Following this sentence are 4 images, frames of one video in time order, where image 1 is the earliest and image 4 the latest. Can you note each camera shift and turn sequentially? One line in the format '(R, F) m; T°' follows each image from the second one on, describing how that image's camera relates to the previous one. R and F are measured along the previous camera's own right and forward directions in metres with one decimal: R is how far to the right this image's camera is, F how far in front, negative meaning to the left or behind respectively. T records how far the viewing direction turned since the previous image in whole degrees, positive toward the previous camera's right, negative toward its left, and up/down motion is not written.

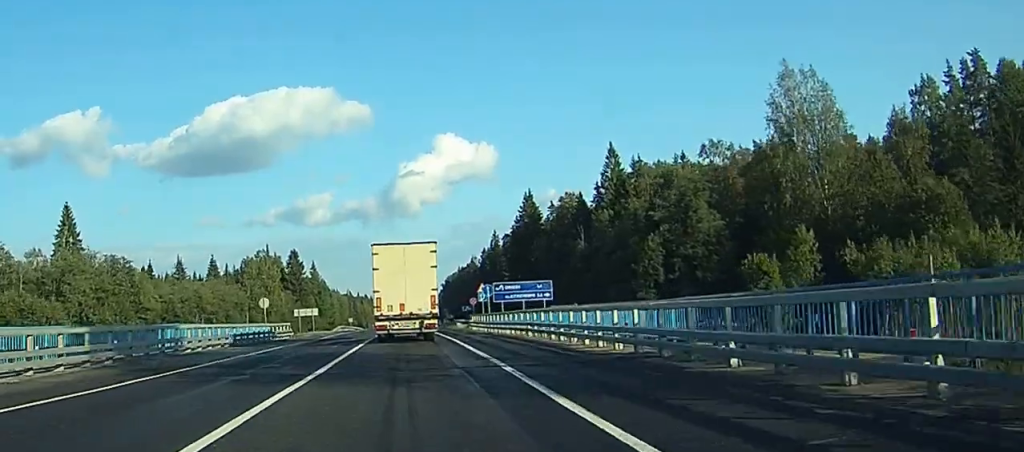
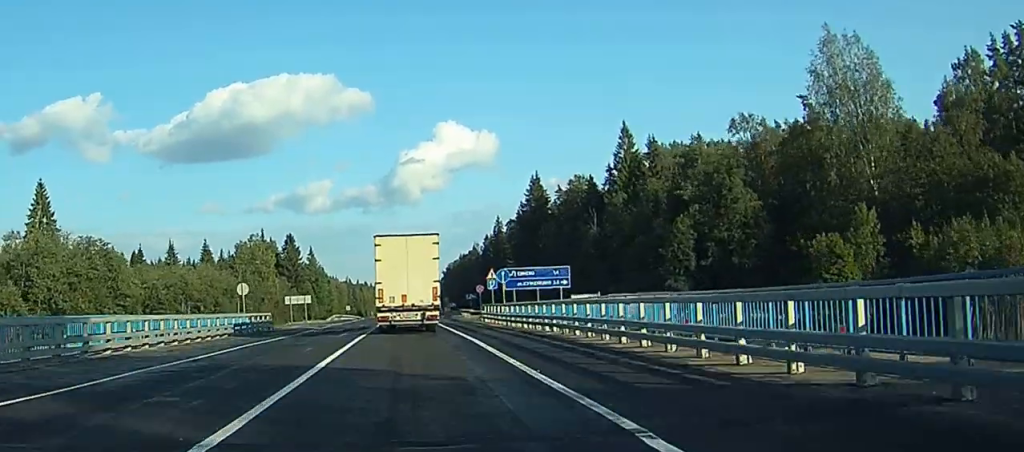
(0.0, +10.2) m; 0°
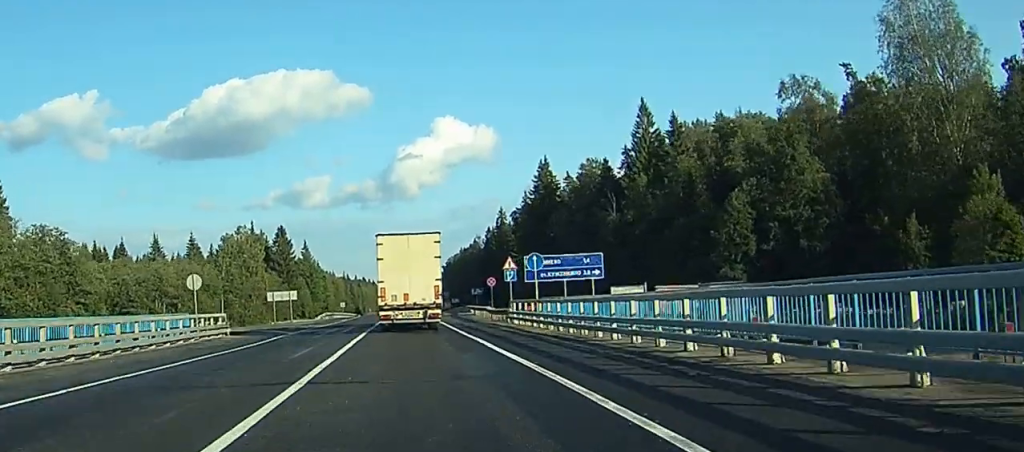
(0.0, +14.9) m; 0°
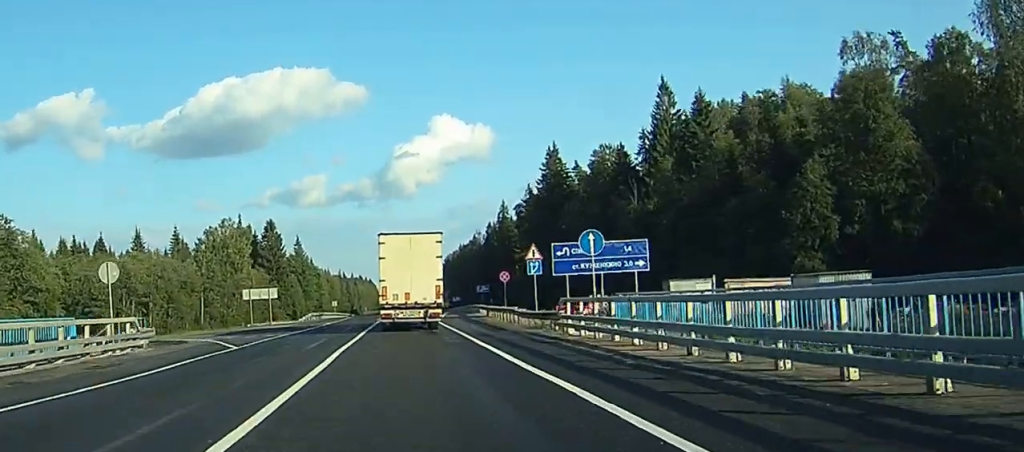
(0.0, +14.2) m; 0°
